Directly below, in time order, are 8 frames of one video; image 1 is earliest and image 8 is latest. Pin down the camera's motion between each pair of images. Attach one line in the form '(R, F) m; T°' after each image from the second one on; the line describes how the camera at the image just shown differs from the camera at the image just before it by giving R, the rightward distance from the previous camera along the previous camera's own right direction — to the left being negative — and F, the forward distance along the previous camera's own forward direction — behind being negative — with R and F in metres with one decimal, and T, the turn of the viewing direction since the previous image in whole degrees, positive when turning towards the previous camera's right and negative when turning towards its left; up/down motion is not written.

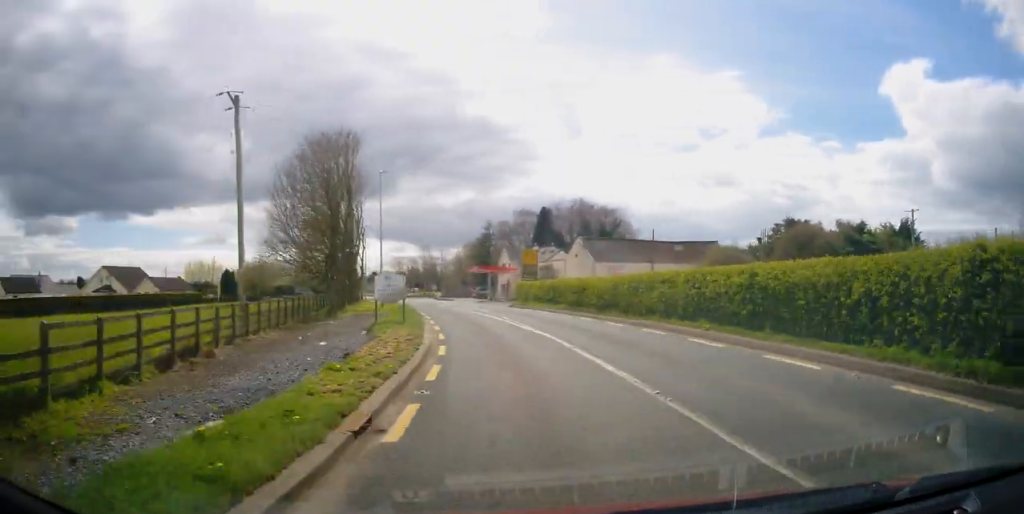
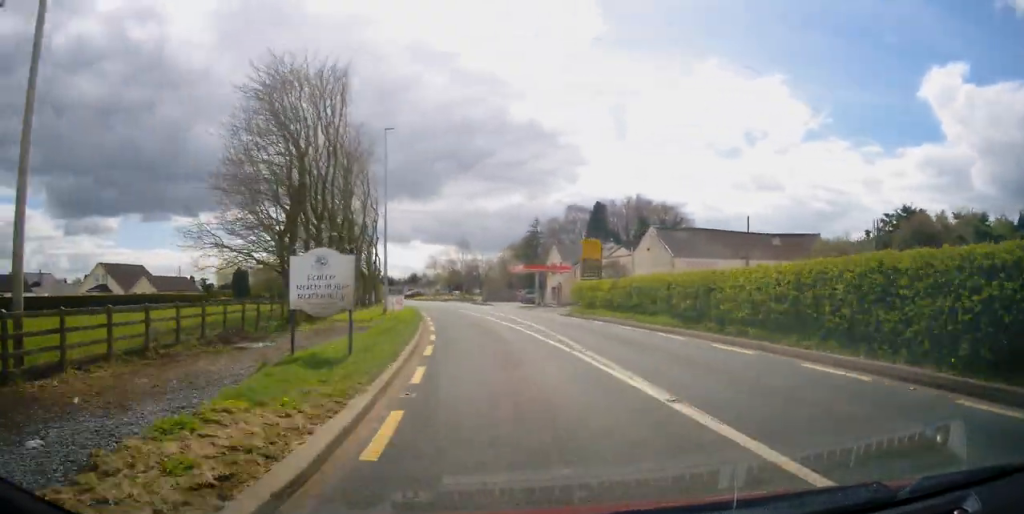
(-0.4, +12.9) m; -4°
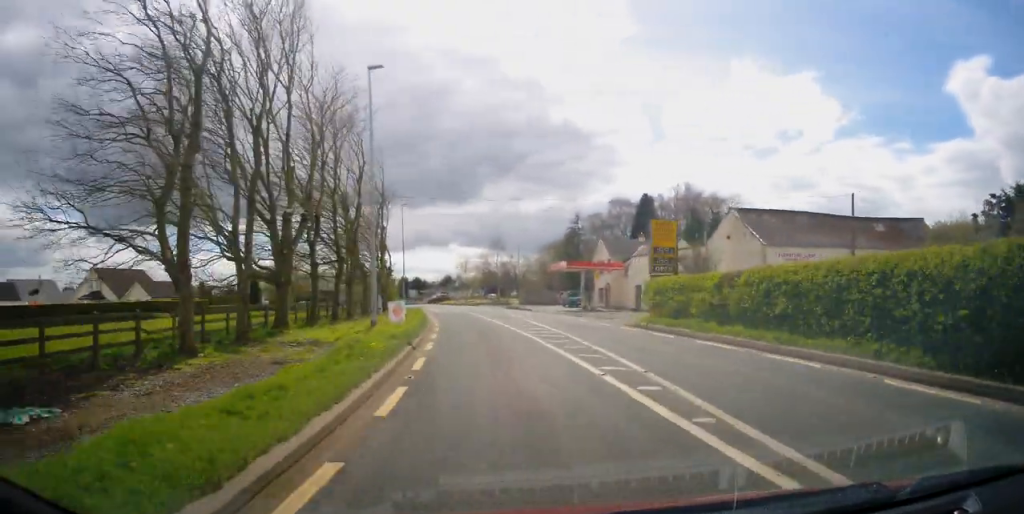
(-0.2, +9.9) m; -4°
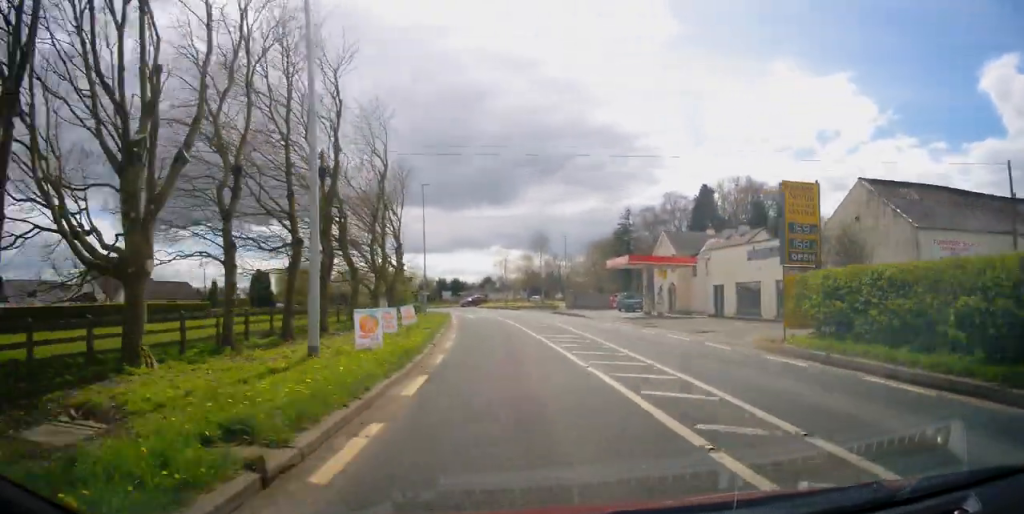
(-0.5, +10.4) m; -4°
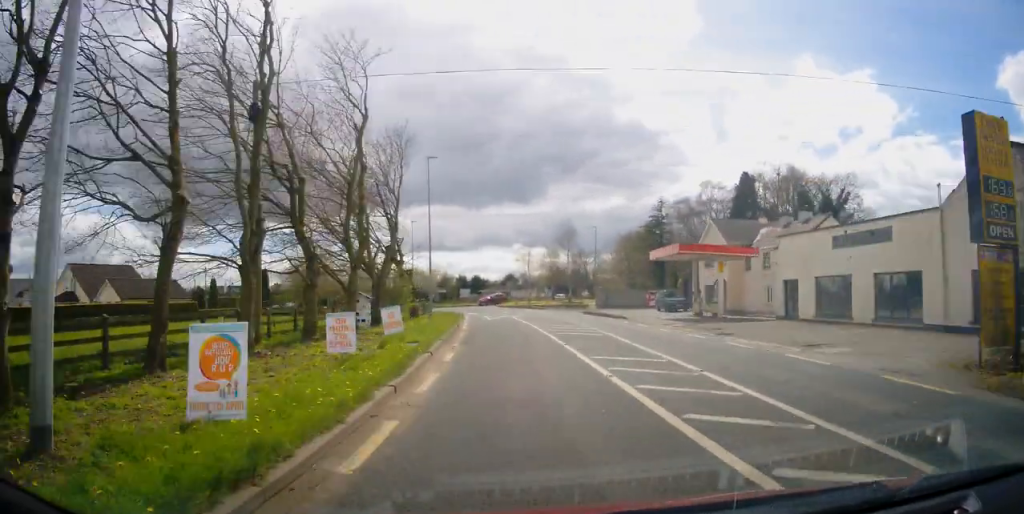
(-0.2, +7.8) m; -3°
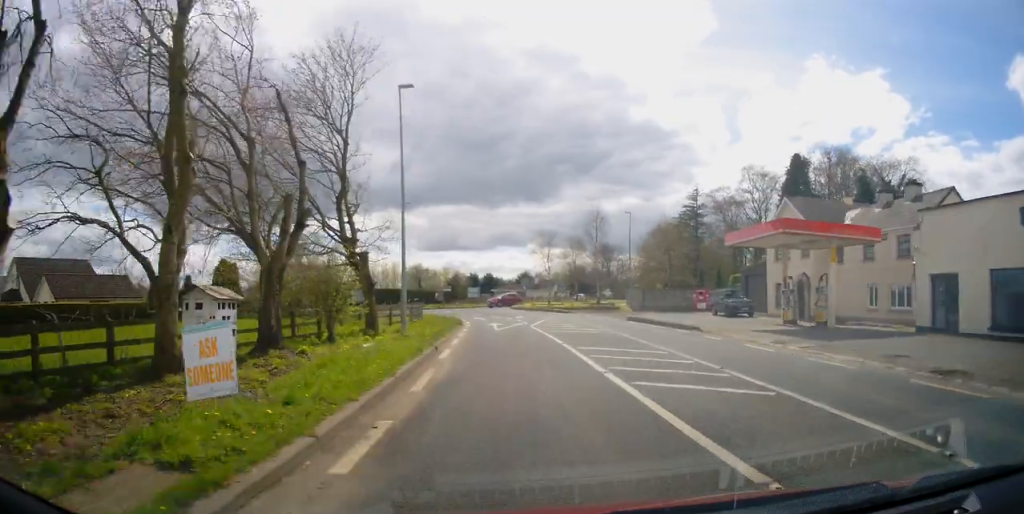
(-0.4, +11.9) m; -2°
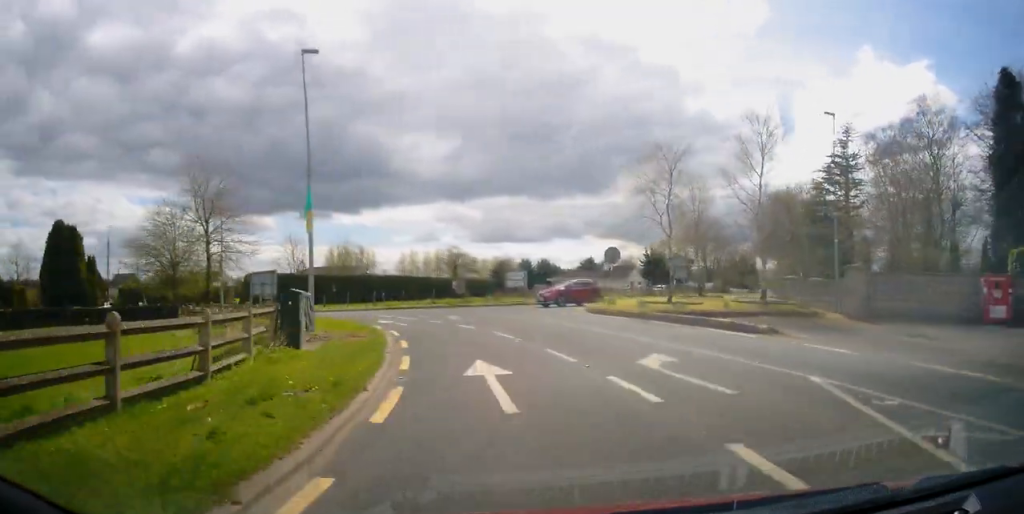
(-0.9, +31.2) m; -5°
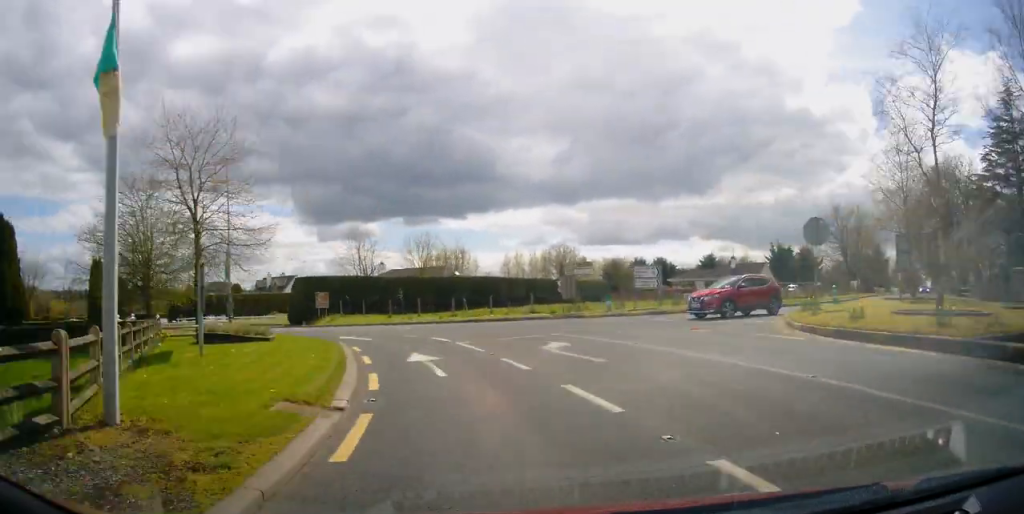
(-0.6, +13.8) m; -9°
